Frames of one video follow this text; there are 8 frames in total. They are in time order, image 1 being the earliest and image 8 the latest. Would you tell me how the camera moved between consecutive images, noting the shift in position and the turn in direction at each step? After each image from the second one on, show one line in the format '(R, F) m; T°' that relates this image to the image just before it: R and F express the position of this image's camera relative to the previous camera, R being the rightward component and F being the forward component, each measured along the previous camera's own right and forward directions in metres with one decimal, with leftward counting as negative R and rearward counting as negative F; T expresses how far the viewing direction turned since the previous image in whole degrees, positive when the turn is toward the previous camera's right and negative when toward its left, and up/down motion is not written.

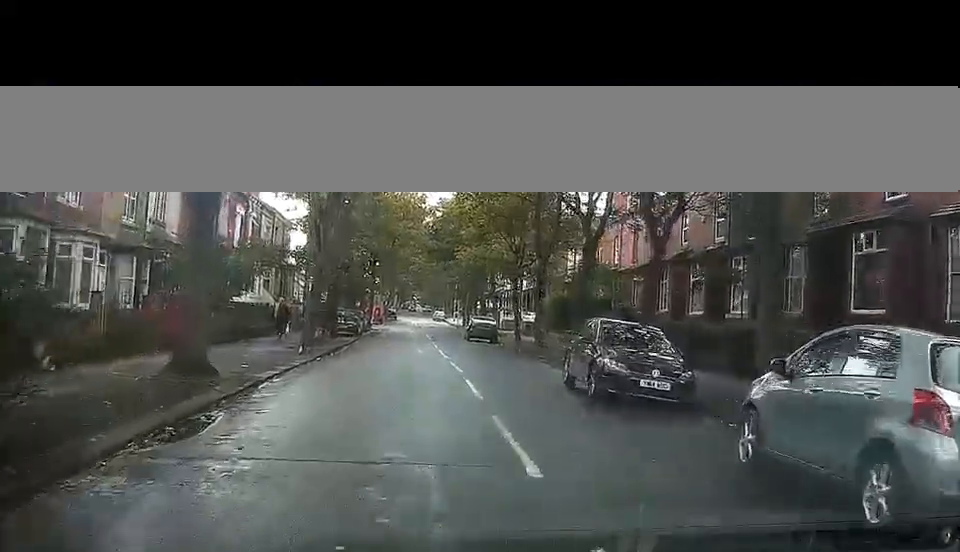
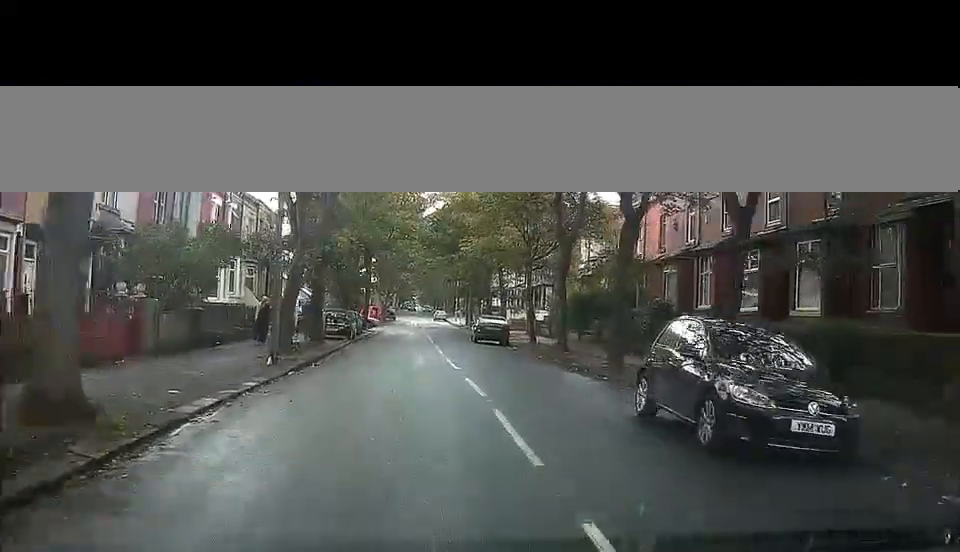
(+0.2, +5.3) m; +3°
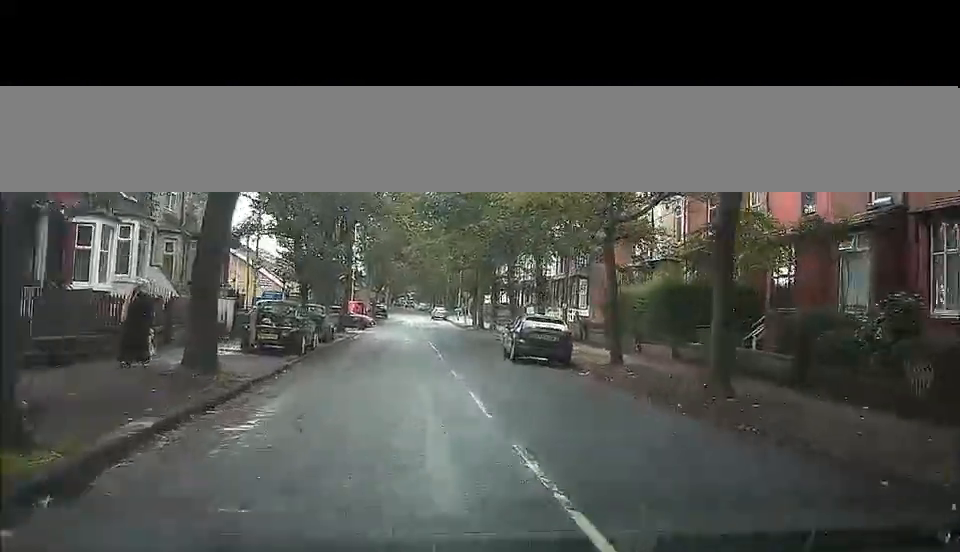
(+0.7, +16.4) m; +3°
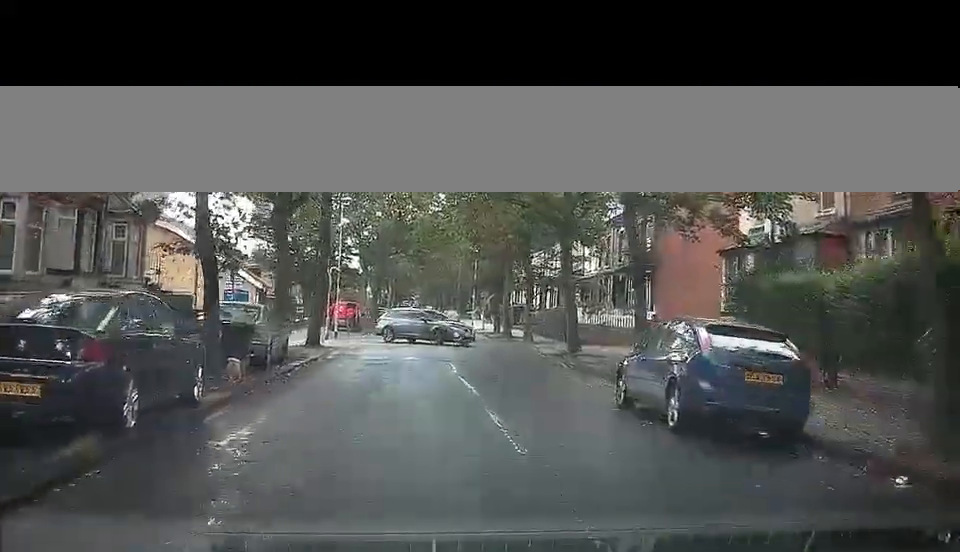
(-0.2, +13.0) m; -4°
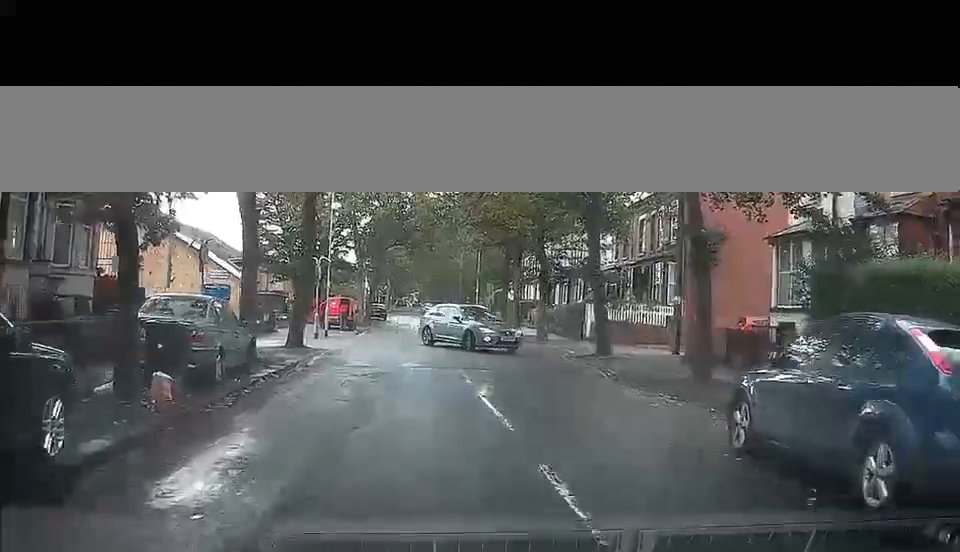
(-0.2, +3.9) m; -2°
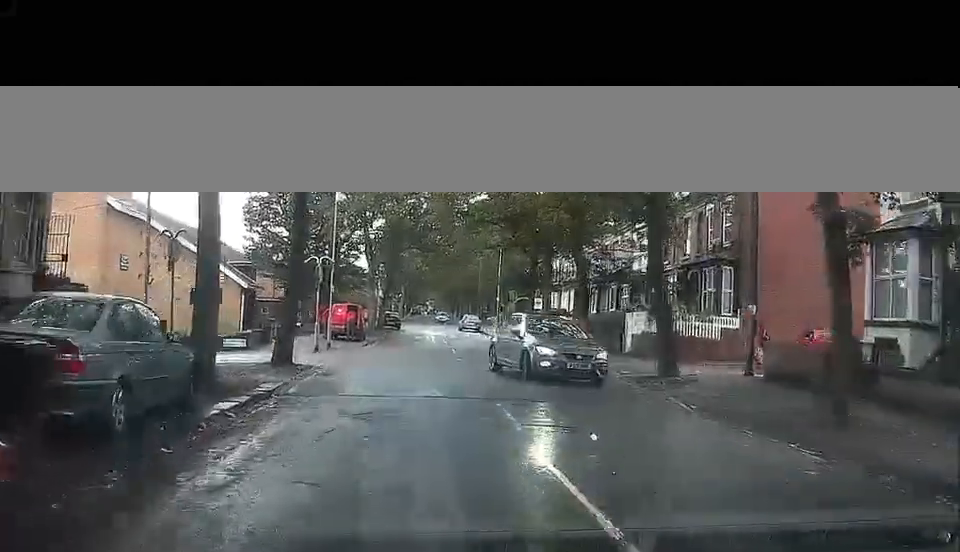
(-0.1, +5.4) m; -1°
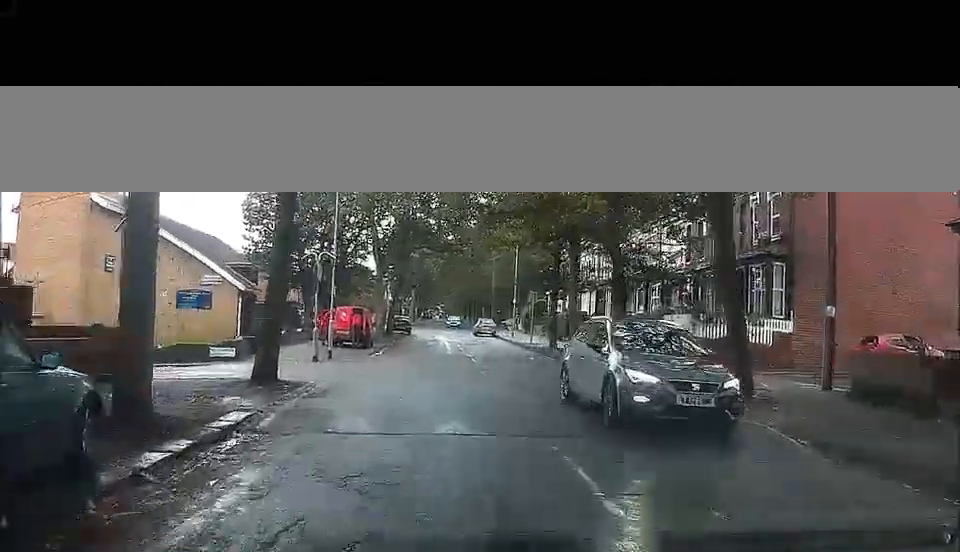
(0.0, +4.6) m; 0°
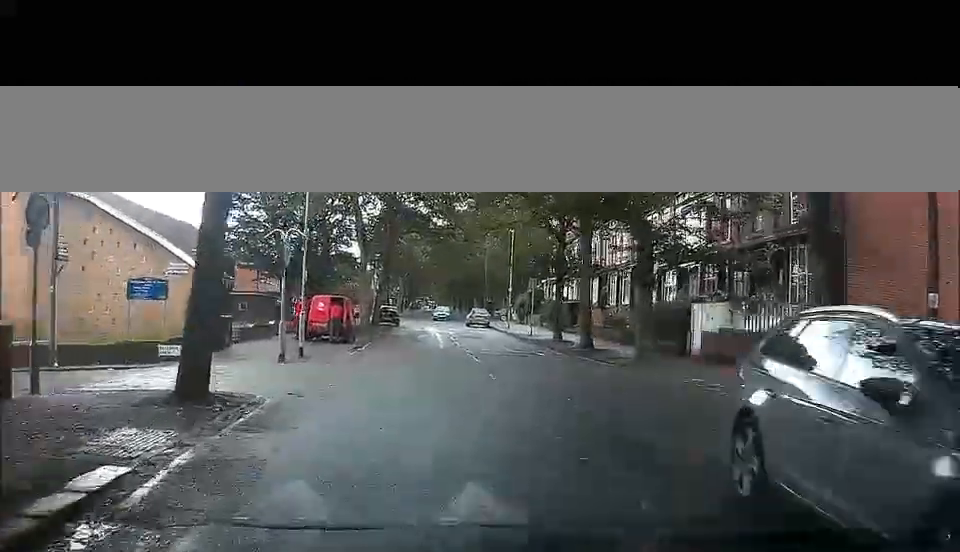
(-0.1, +5.1) m; +1°
